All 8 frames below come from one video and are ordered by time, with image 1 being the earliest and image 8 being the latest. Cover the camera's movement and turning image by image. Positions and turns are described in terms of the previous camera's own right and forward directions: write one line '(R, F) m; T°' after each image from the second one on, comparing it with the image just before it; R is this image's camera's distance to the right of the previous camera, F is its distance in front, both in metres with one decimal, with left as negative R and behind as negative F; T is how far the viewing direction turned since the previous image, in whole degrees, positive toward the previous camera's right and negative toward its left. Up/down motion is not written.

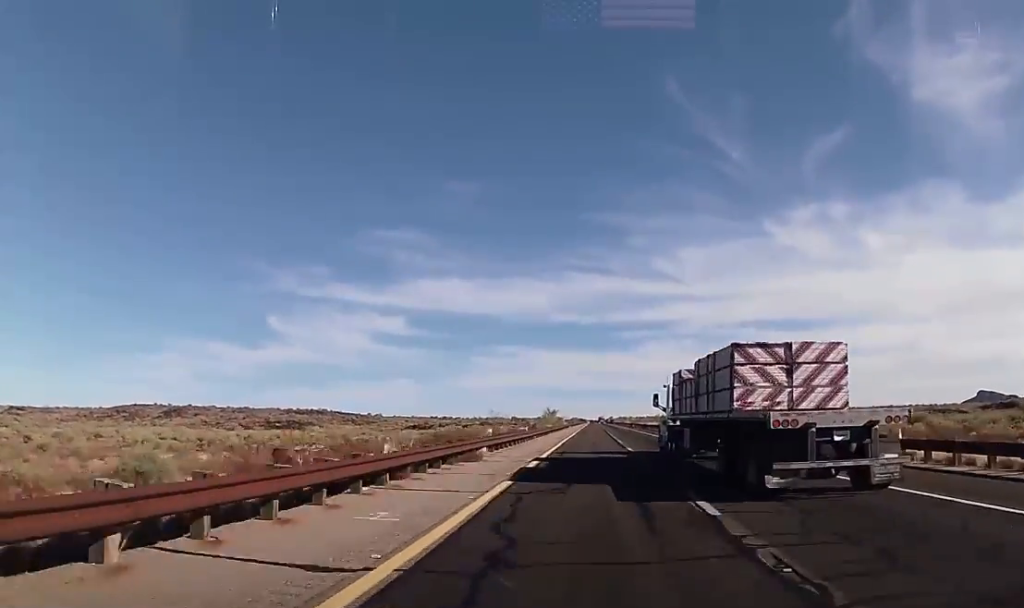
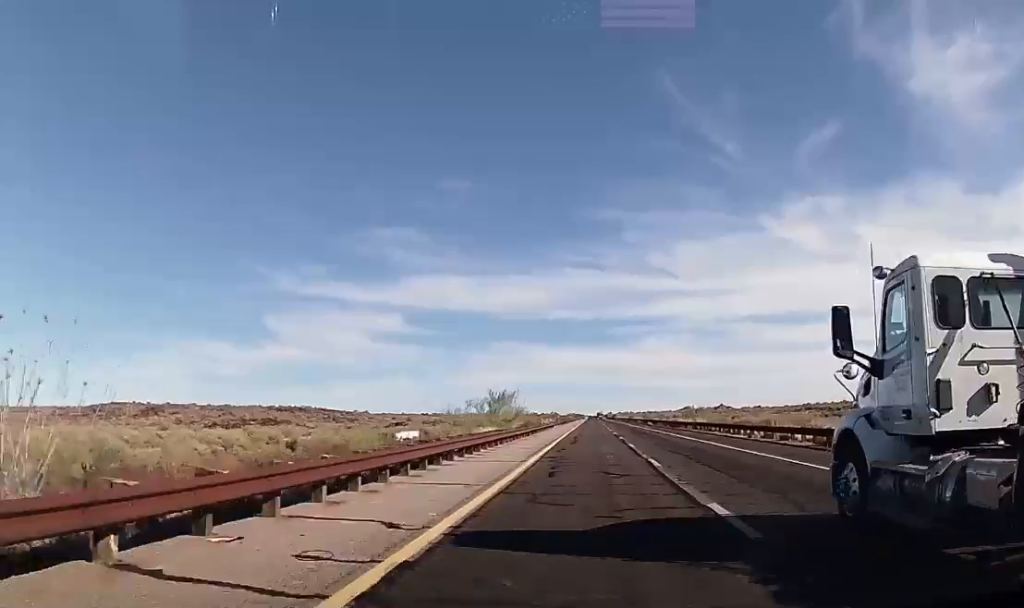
(+0.4, +49.7) m; 0°
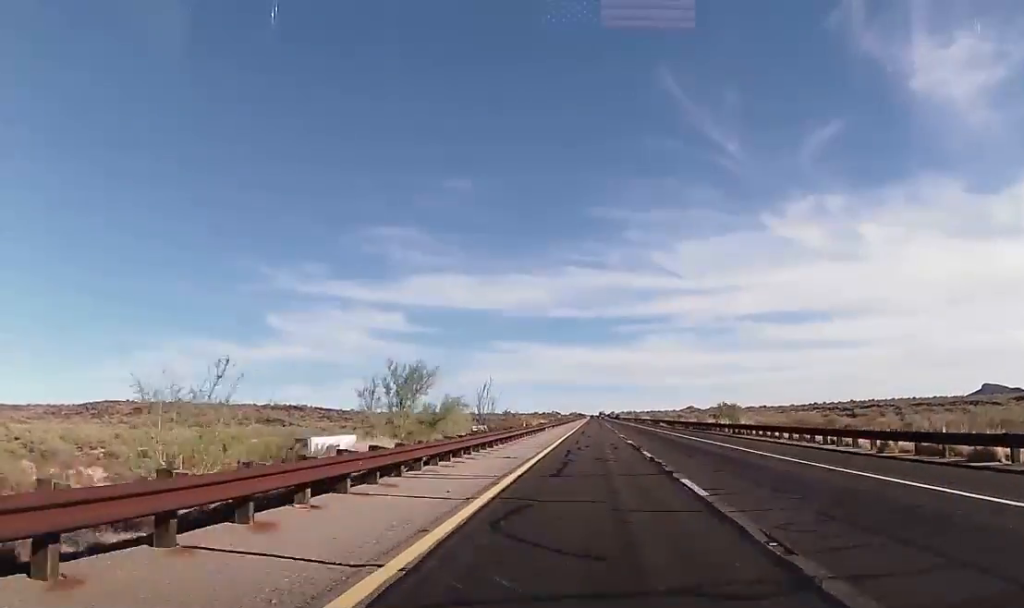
(0.0, +19.7) m; 0°
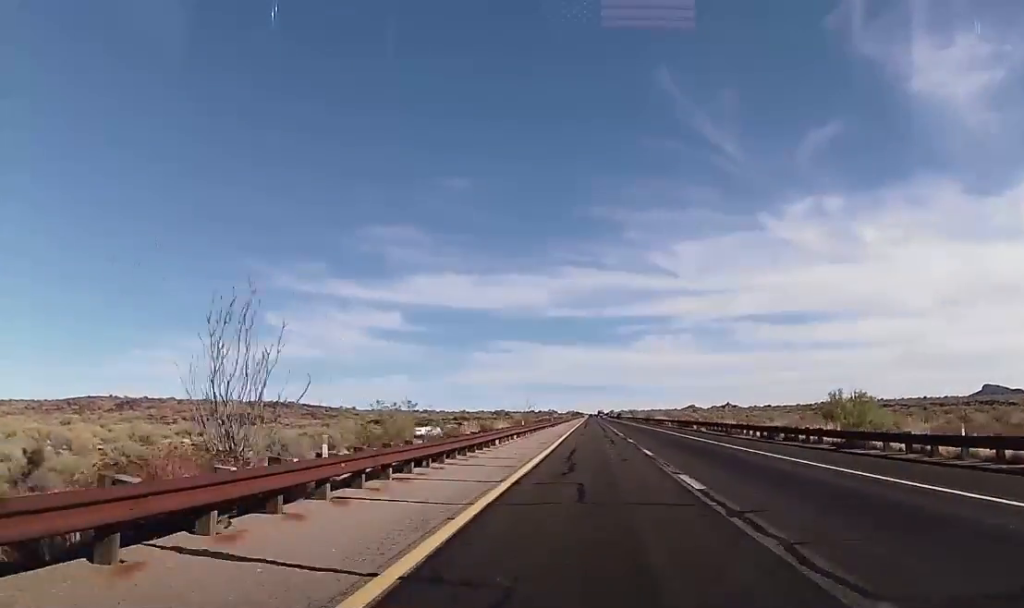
(-0.1, +34.9) m; 0°
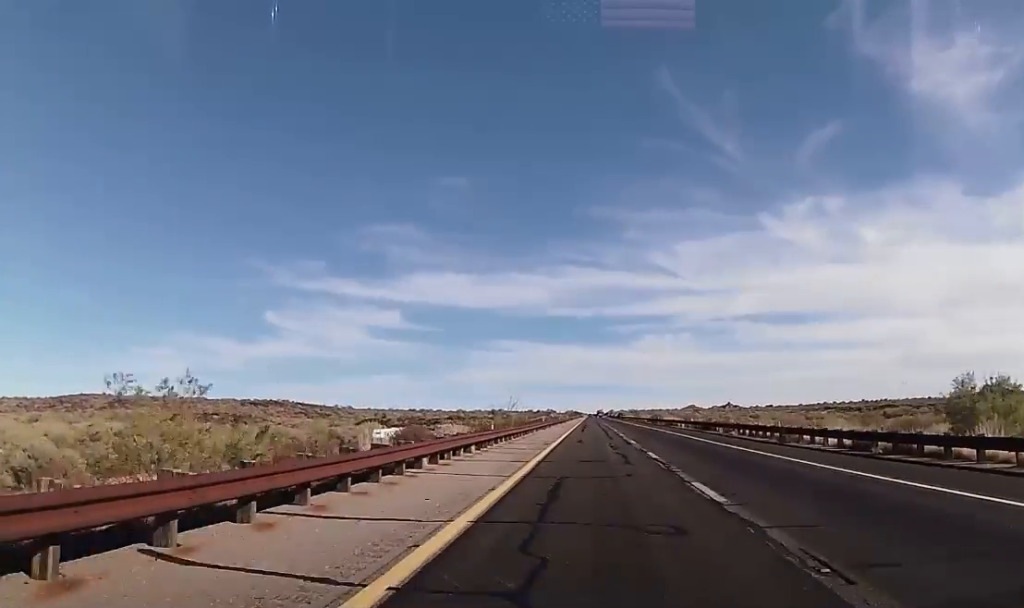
(0.0, +14.0) m; 0°
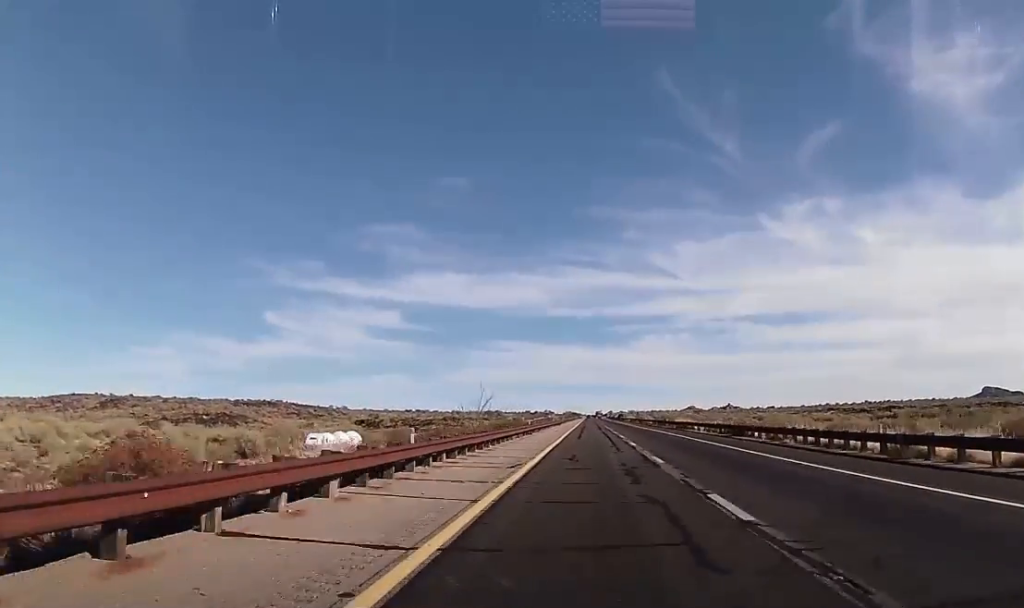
(0.0, +14.1) m; 0°
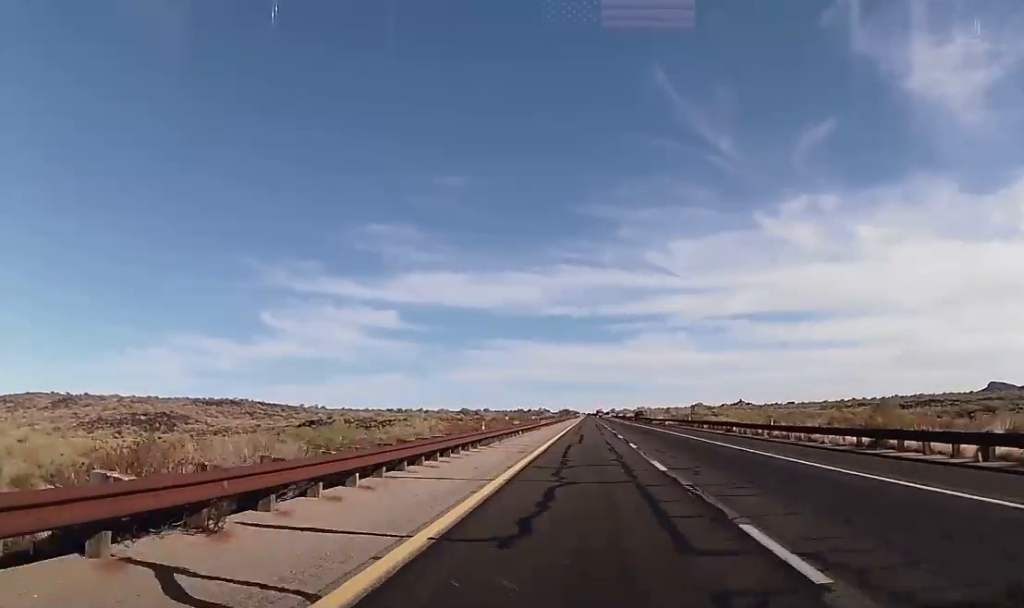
(0.0, +88.8) m; +1°
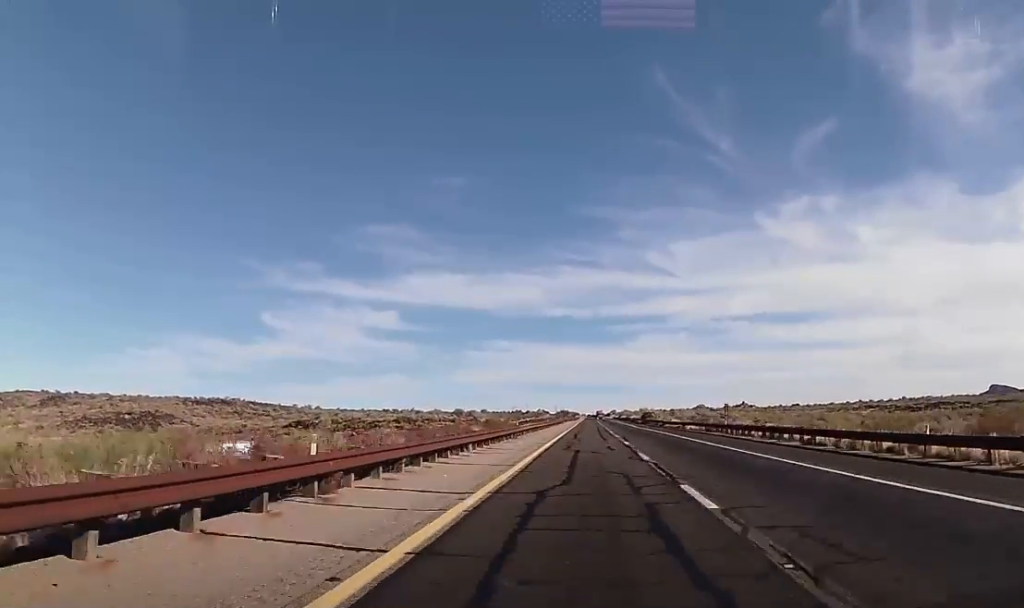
(+0.1, +19.0) m; 0°
